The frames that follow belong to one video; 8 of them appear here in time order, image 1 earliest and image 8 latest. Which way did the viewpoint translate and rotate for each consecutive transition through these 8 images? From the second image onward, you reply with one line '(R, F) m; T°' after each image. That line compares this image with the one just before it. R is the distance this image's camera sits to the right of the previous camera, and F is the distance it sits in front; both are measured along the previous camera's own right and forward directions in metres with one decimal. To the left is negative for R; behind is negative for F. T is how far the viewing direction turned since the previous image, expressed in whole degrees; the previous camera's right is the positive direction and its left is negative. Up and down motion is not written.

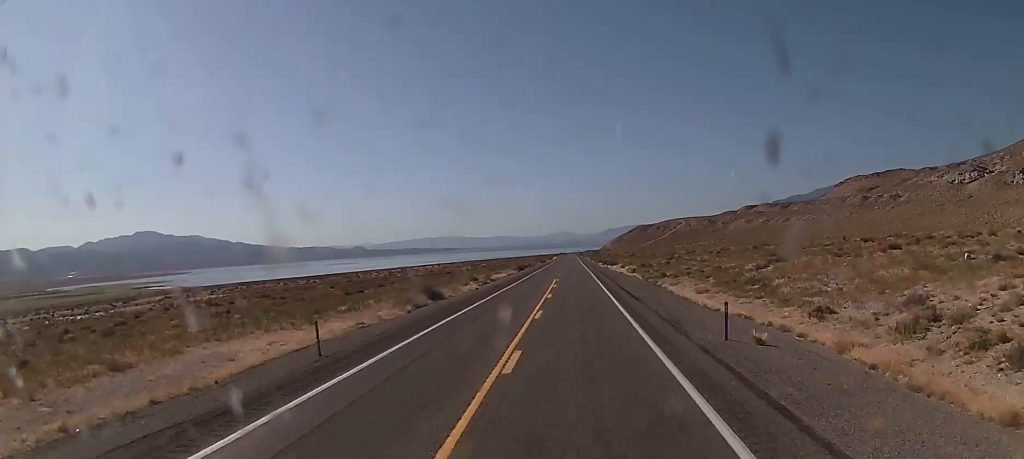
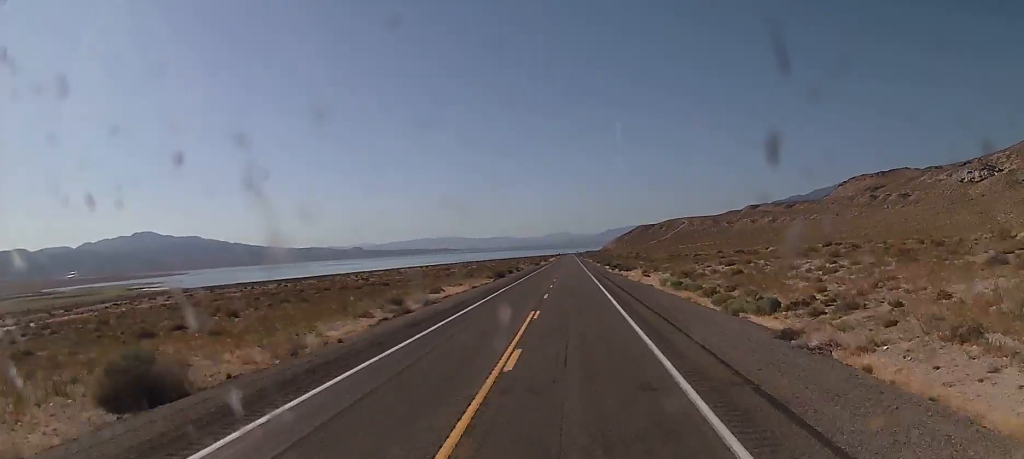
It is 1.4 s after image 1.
(+0.3, +36.7) m; +1°
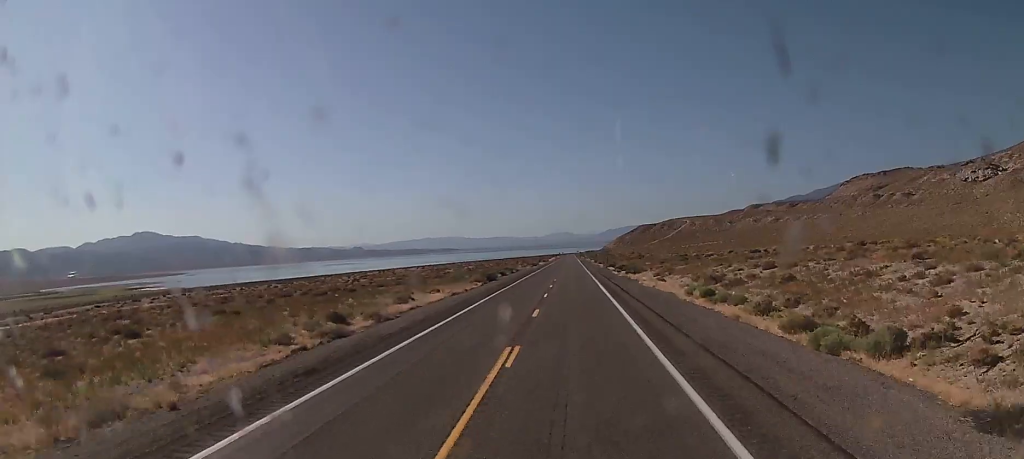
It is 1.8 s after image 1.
(+0.2, +11.7) m; 0°
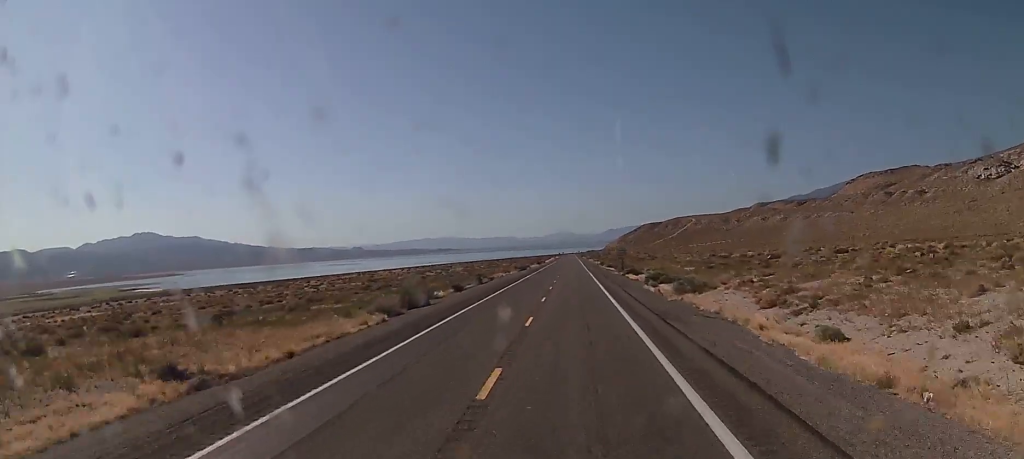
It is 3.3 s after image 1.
(-0.6, +40.5) m; -1°
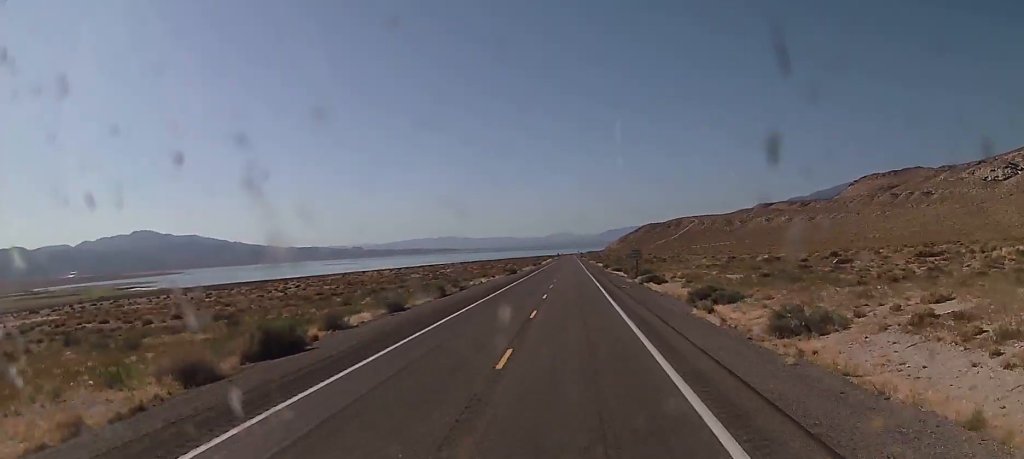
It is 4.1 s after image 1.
(-0.1, +21.5) m; 0°
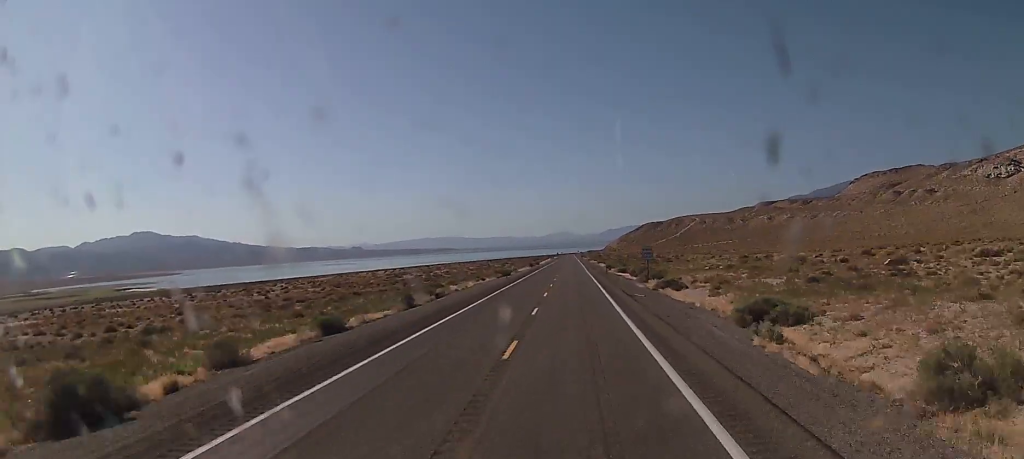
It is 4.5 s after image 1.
(-0.1, +10.7) m; 0°
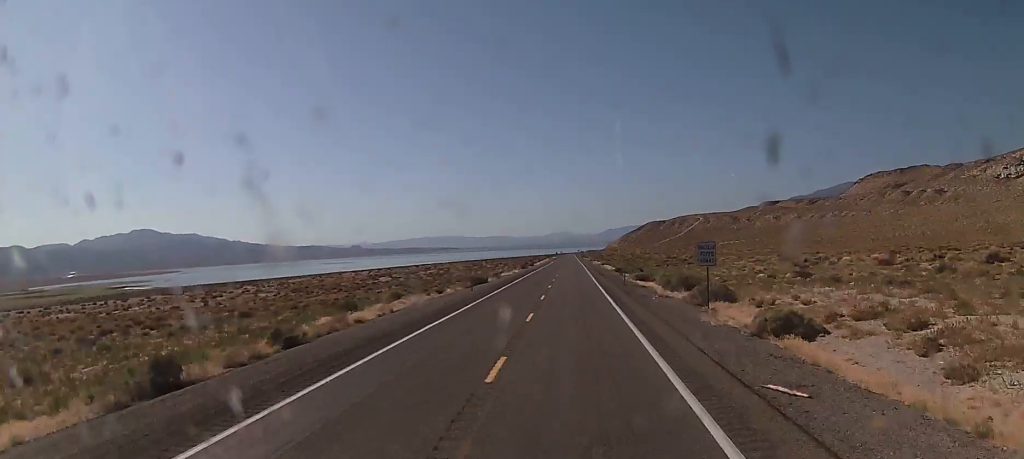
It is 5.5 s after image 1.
(+0.4, +27.8) m; +1°
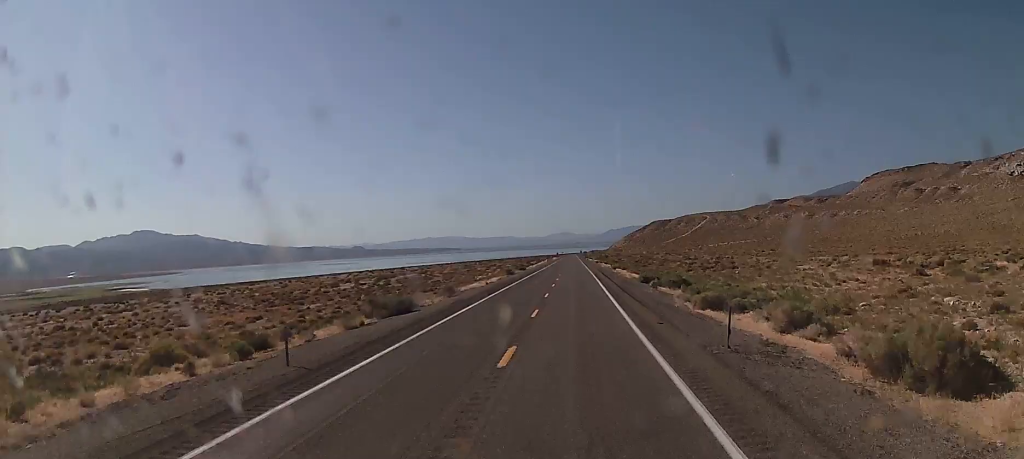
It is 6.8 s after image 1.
(-0.3, +35.1) m; -1°
